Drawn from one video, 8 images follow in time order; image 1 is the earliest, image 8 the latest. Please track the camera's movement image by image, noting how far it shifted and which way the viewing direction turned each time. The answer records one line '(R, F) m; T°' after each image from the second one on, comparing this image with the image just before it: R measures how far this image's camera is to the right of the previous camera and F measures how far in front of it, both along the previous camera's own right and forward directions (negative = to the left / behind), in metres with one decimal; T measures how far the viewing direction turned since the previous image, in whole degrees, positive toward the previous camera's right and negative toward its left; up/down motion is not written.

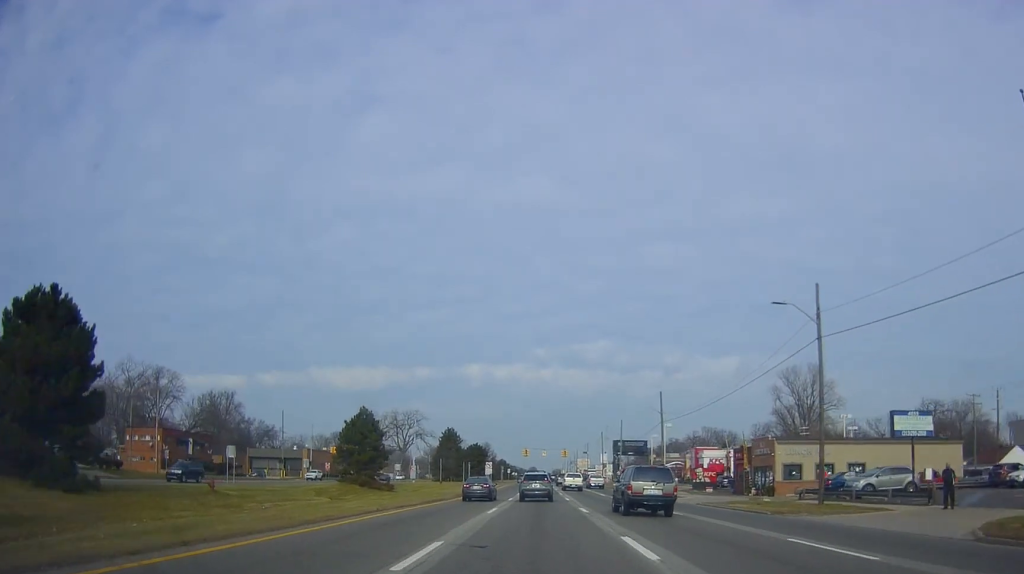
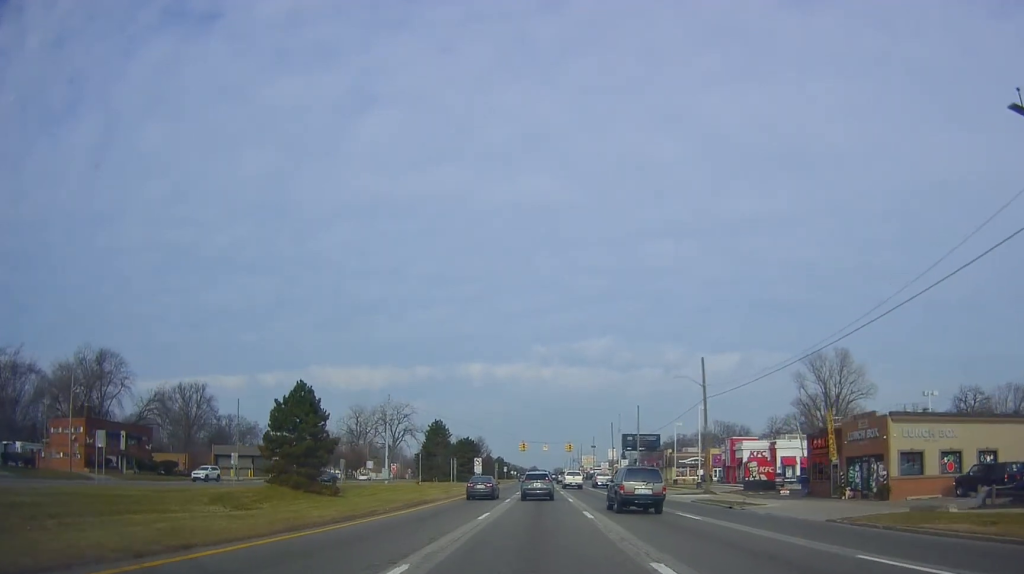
(0.0, +18.5) m; 0°
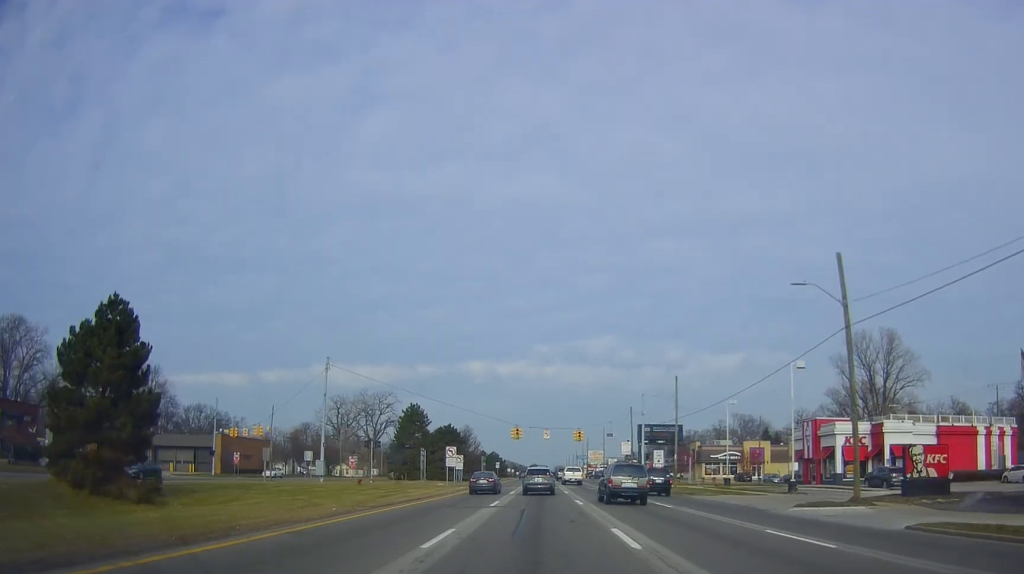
(+0.2, +25.2) m; -1°
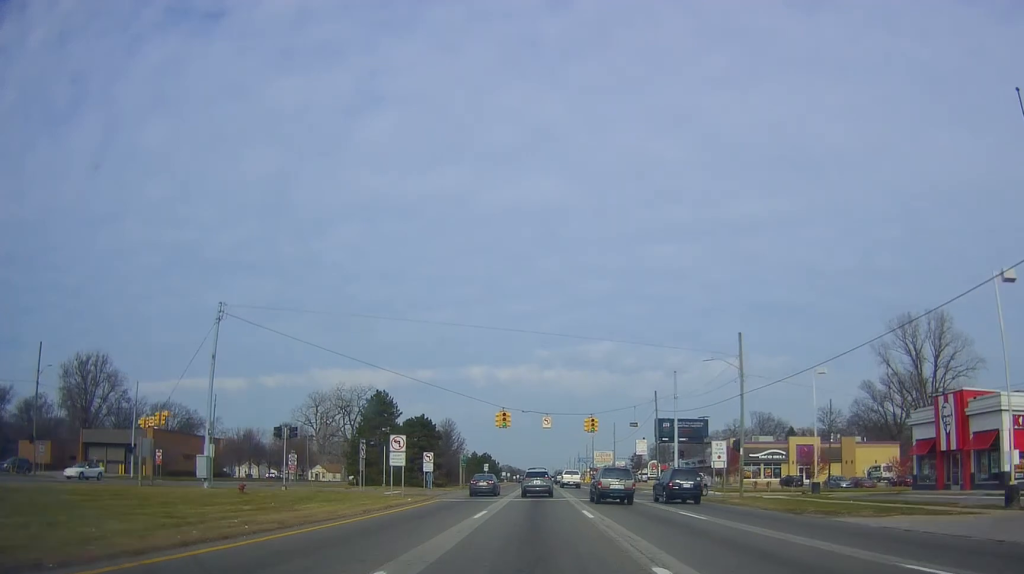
(-0.8, +21.8) m; -3°
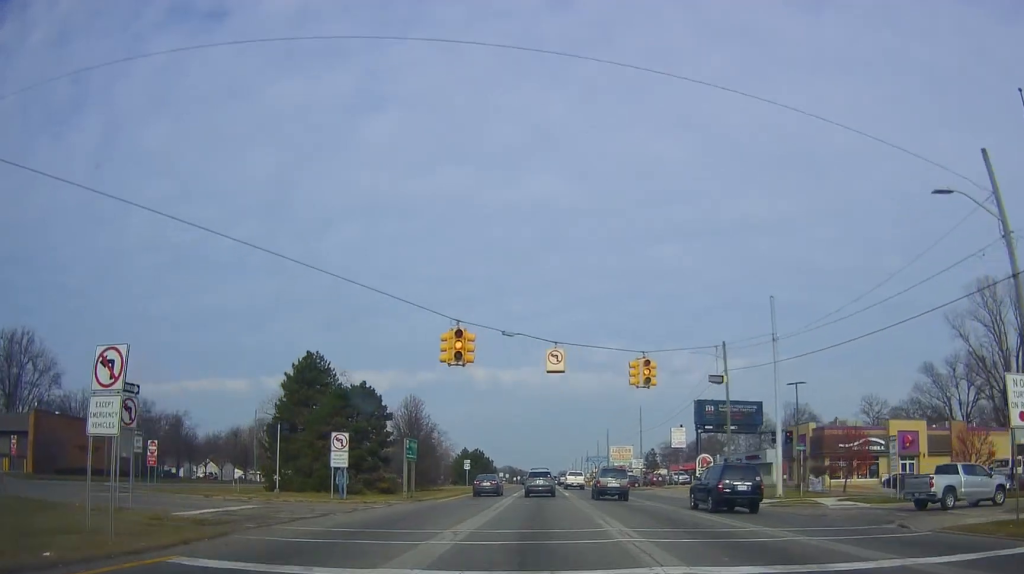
(+0.6, +27.3) m; +3°
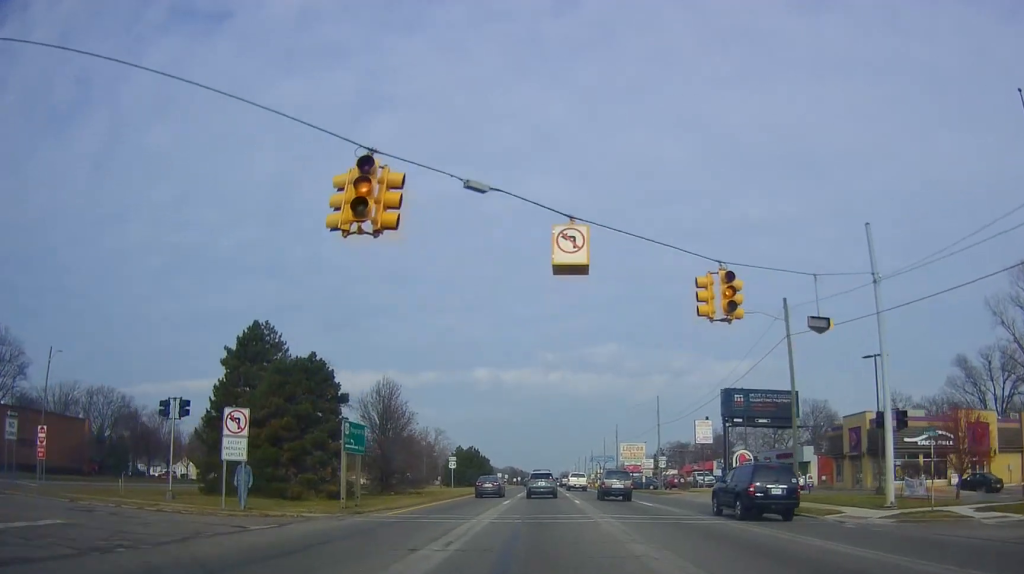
(+0.4, +12.1) m; +1°
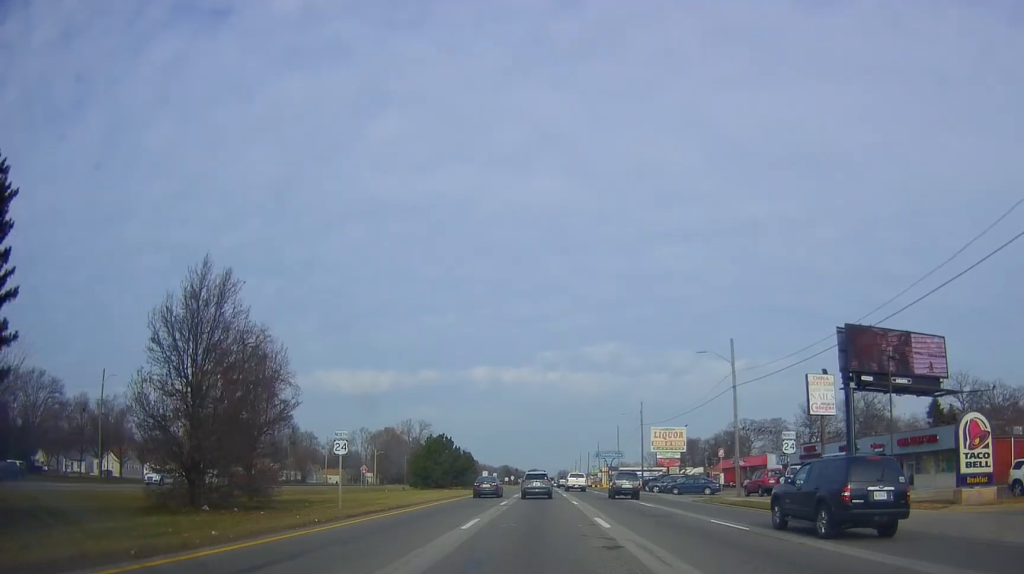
(-0.2, +30.9) m; 0°
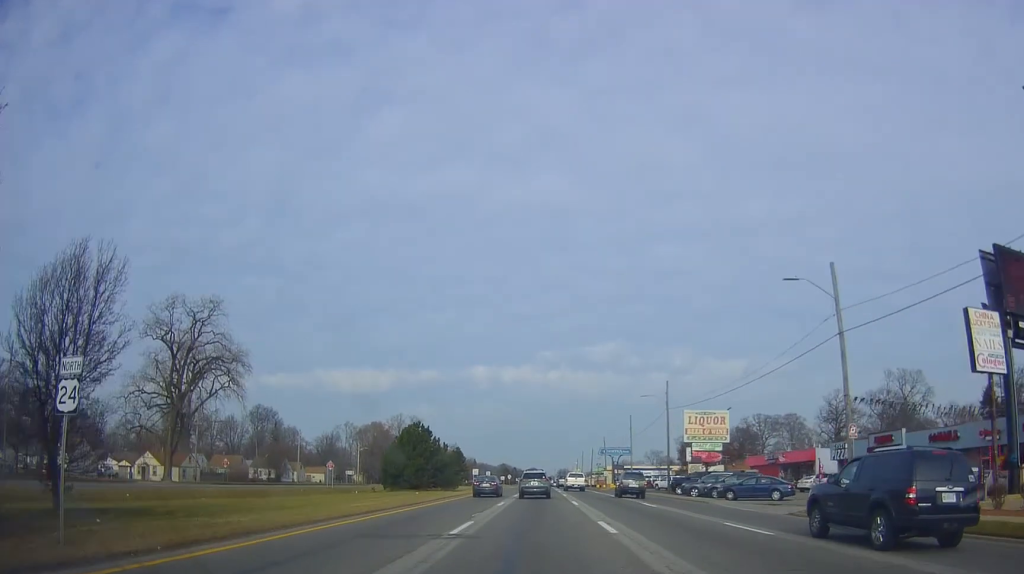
(0.0, +16.6) m; -1°
